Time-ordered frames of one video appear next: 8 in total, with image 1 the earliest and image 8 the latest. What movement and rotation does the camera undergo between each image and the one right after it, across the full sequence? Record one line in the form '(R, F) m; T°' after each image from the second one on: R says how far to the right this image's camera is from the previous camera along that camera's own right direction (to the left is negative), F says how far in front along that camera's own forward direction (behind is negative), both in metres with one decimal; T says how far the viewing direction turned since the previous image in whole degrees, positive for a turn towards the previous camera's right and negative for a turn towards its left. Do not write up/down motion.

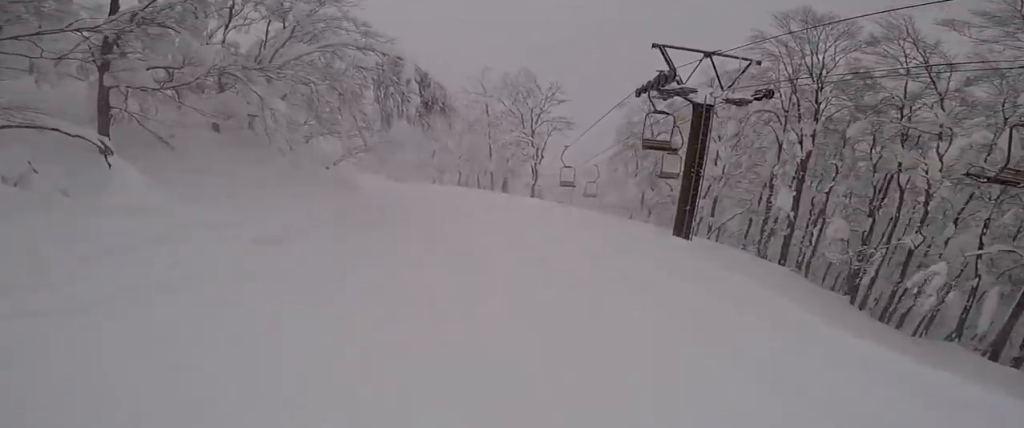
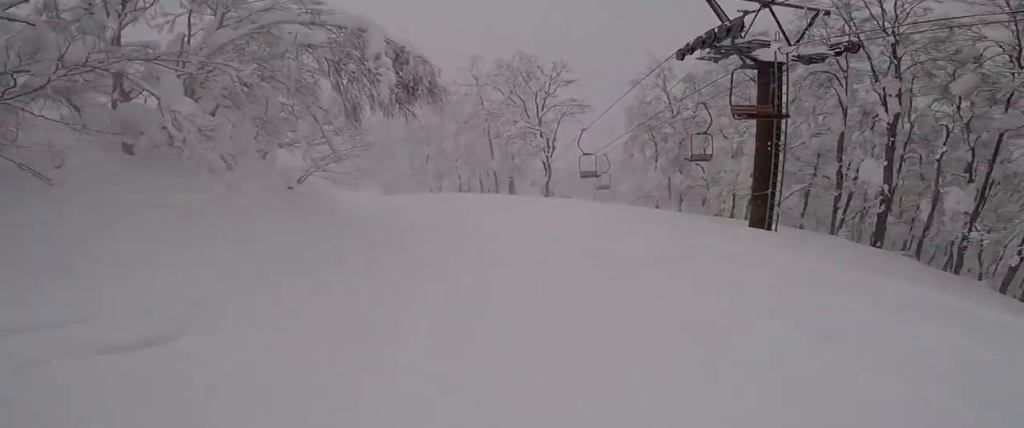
(+0.1, +3.4) m; +2°
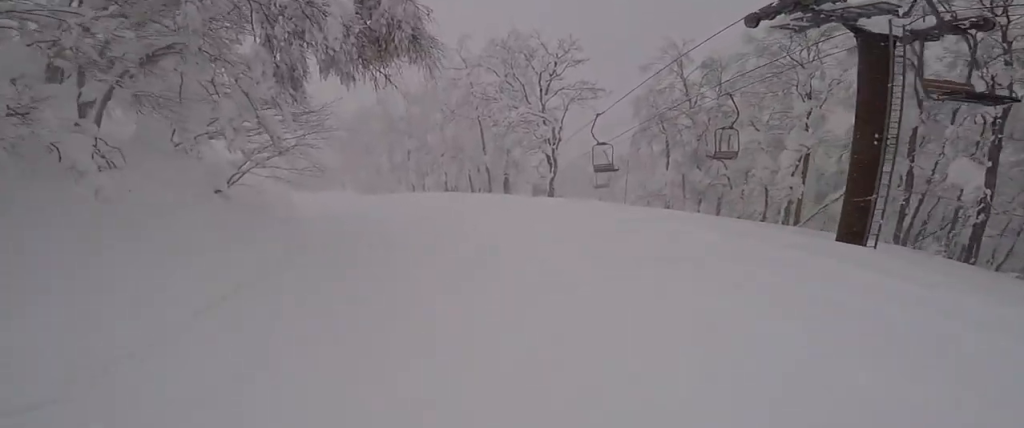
(+0.4, +3.0) m; -2°
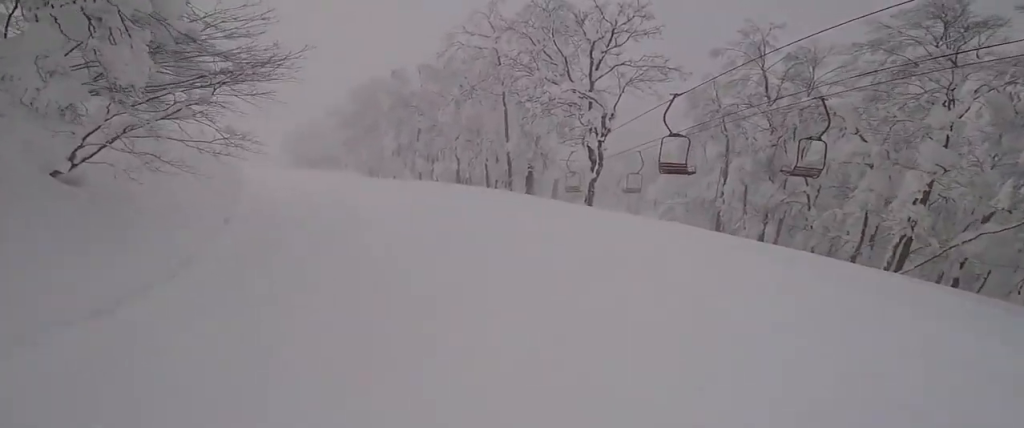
(-0.3, +3.8) m; -10°
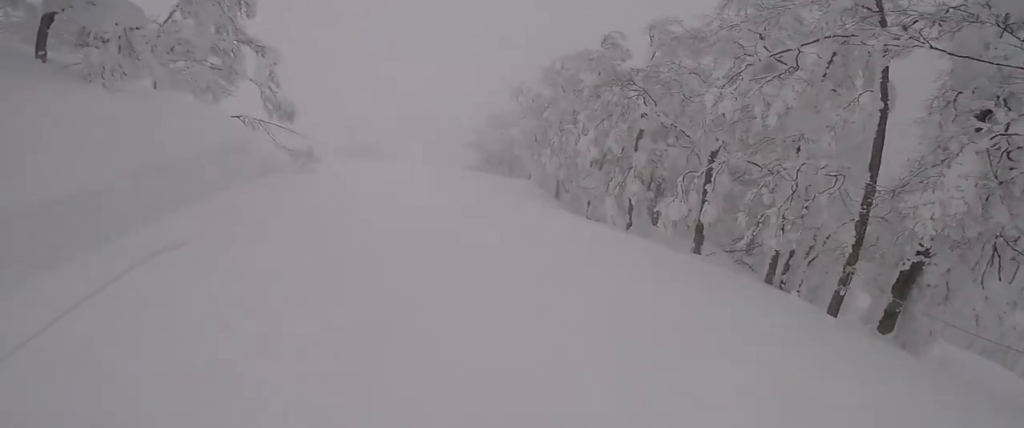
(-2.3, +9.8) m; -15°
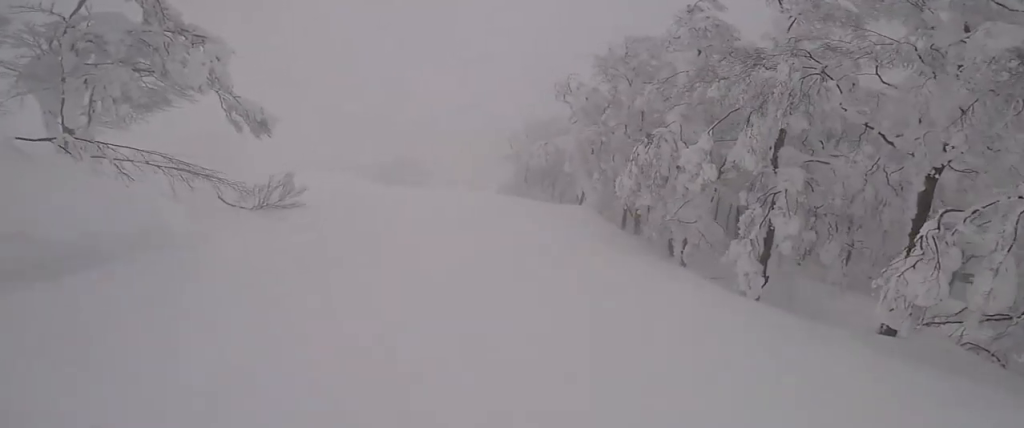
(+0.2, +5.5) m; -5°
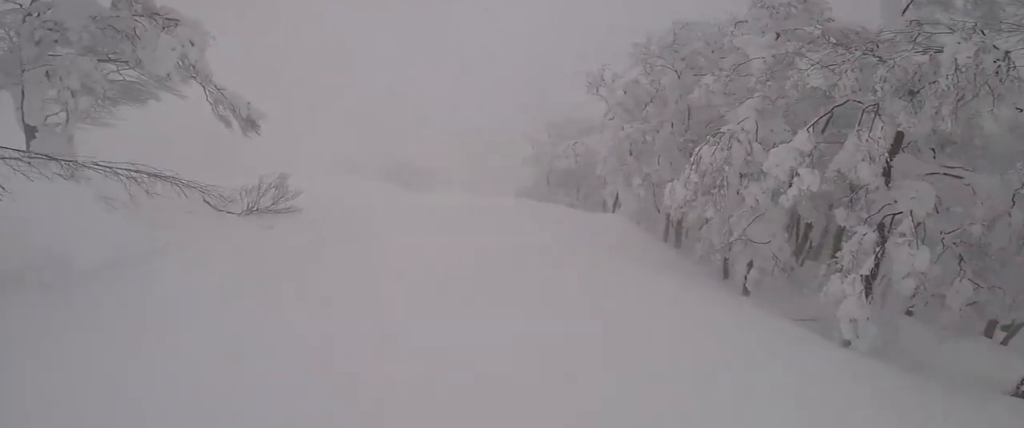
(0.0, +2.0) m; -6°
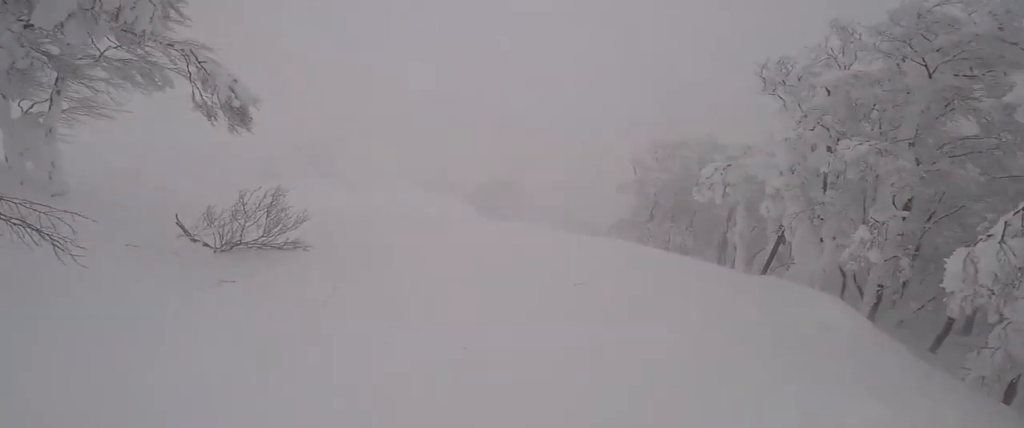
(-0.6, +4.4) m; -11°
